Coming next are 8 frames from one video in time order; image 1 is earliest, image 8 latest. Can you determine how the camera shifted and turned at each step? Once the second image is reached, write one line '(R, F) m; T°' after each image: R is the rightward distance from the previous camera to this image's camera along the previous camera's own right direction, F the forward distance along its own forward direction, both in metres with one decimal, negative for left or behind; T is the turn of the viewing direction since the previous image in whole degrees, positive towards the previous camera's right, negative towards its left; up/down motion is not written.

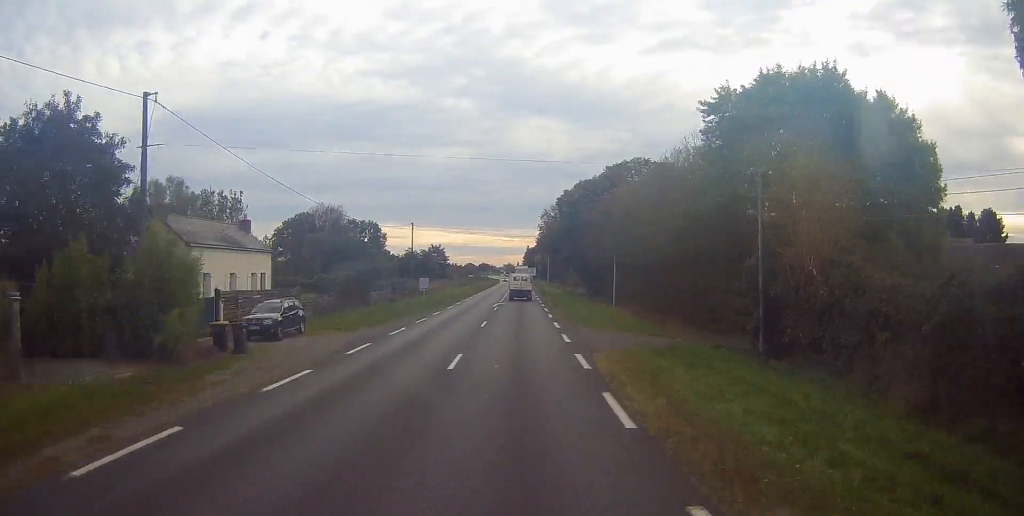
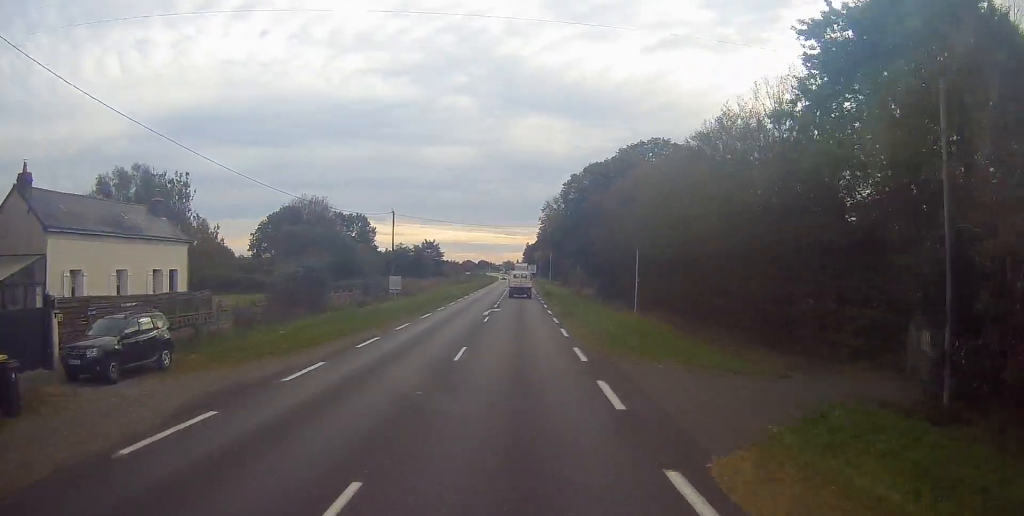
(+0.1, +12.4) m; +1°
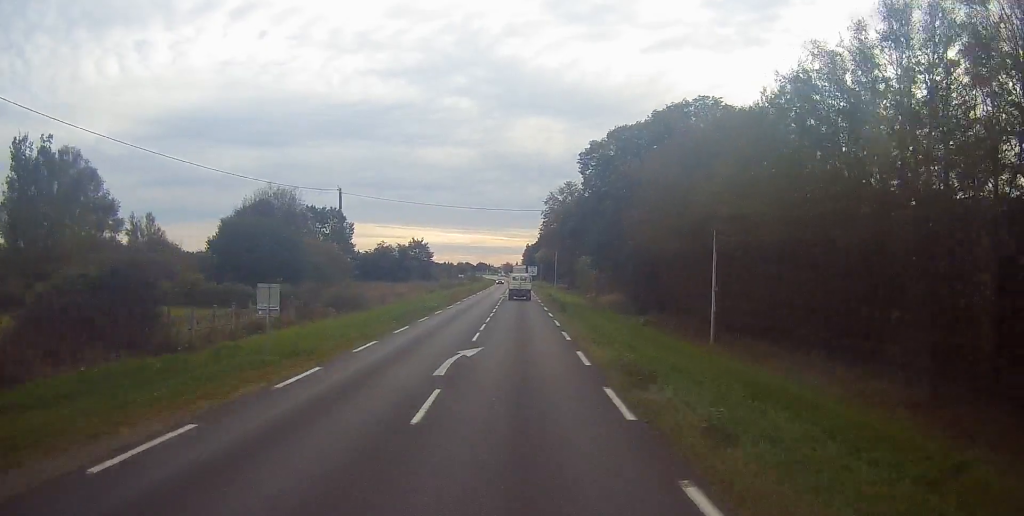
(+0.2, +20.7) m; 0°
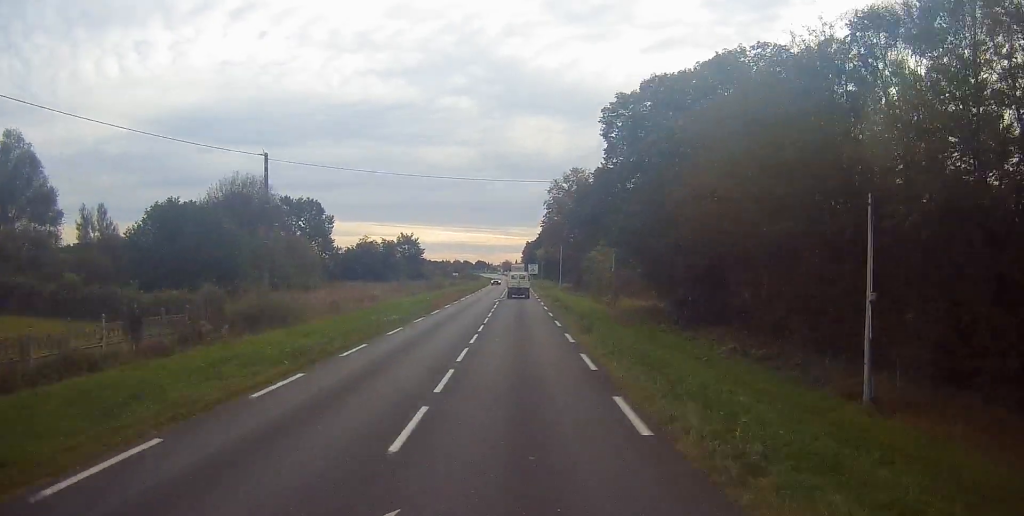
(-0.1, +14.7) m; 0°
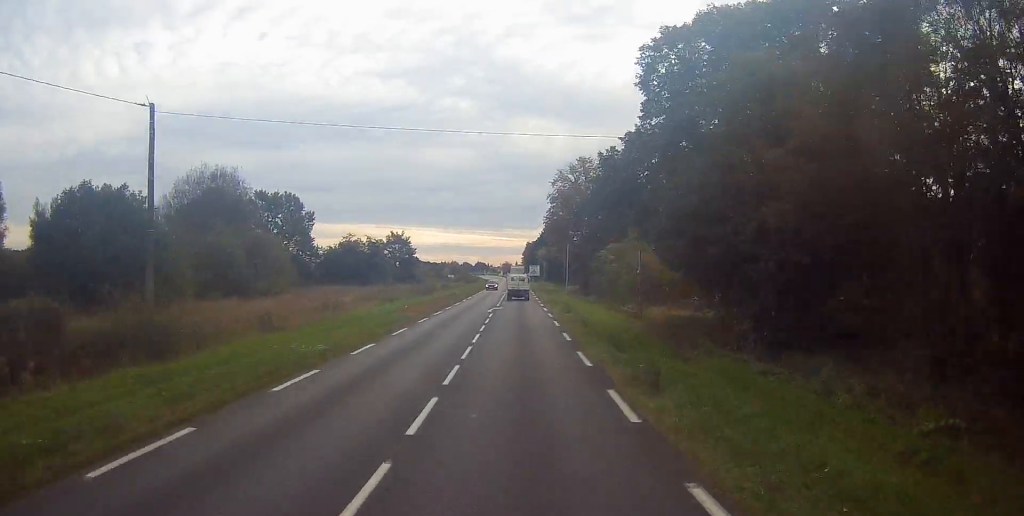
(-0.2, +12.1) m; 0°
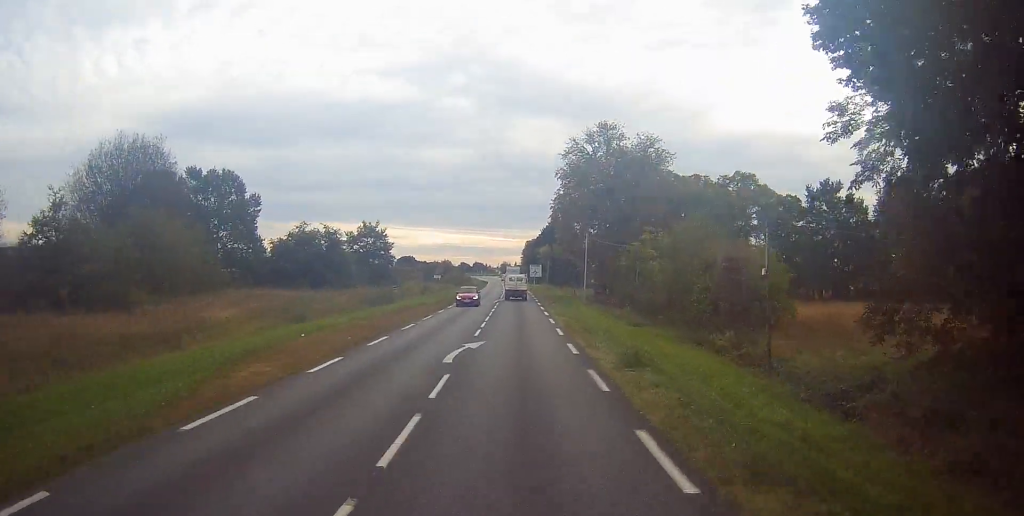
(+0.4, +23.9) m; 0°
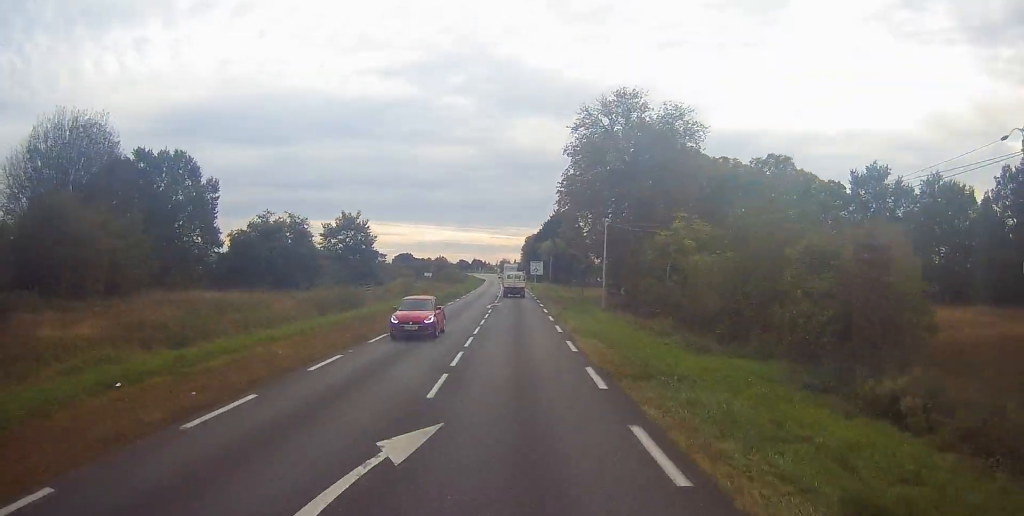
(-0.2, +13.2) m; -1°
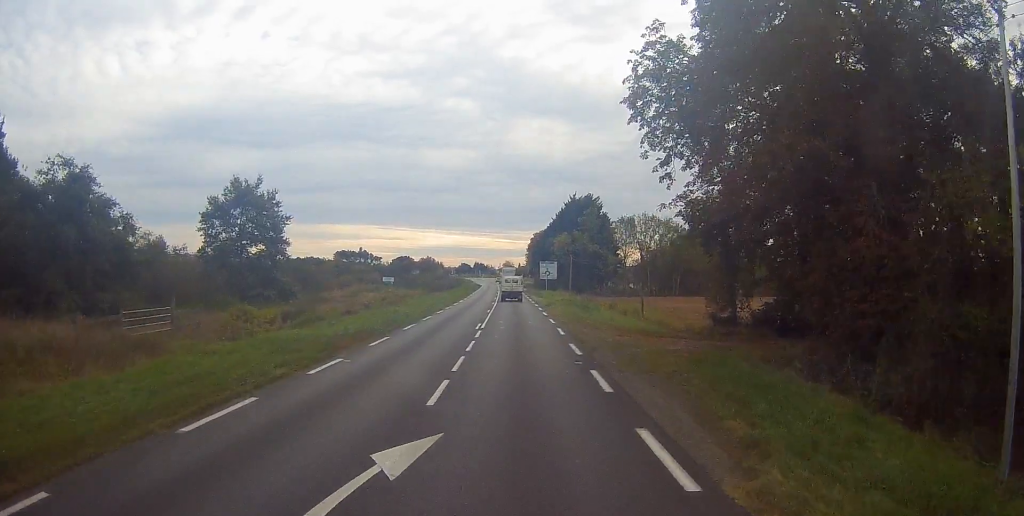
(+0.3, +40.4) m; +1°
